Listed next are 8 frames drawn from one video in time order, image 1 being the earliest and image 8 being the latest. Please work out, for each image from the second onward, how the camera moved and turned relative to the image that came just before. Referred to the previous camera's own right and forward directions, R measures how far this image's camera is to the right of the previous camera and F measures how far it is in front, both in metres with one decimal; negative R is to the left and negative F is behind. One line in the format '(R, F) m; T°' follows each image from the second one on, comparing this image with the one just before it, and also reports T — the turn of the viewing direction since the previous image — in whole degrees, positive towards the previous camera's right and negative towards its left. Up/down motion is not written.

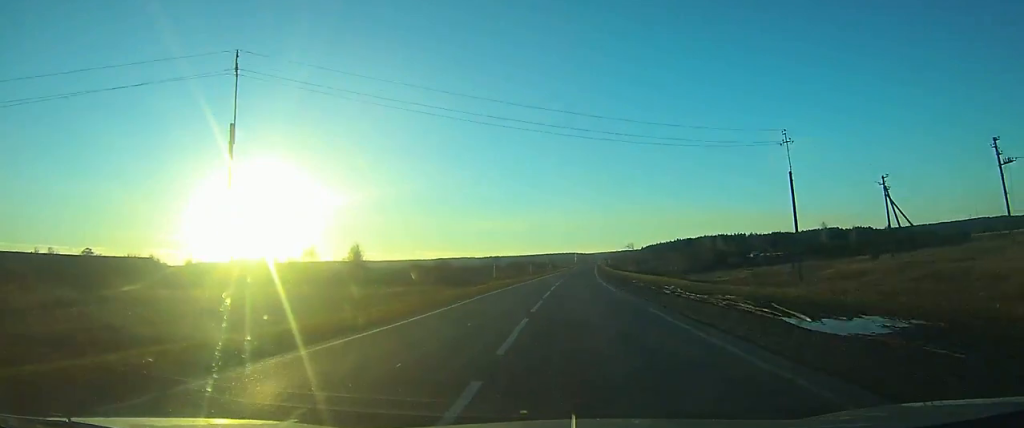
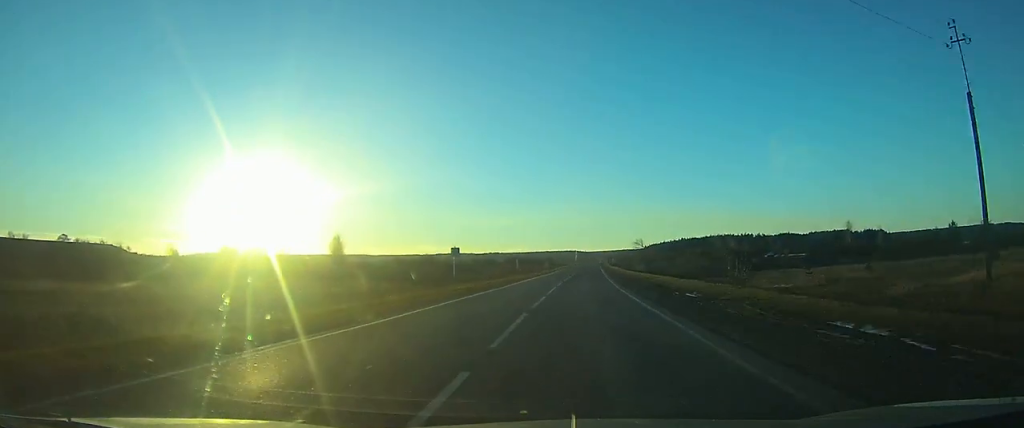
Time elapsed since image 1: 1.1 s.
(+0.1, +22.6) m; 0°
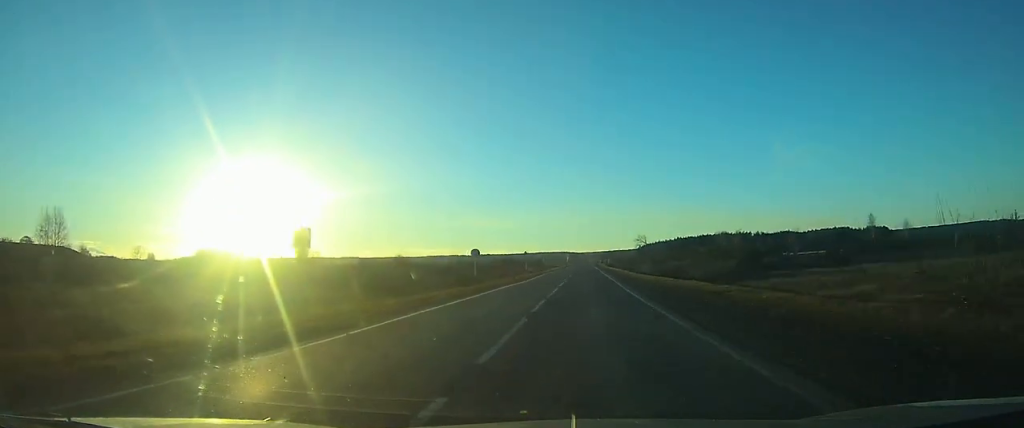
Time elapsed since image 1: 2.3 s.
(+0.1, +23.8) m; 0°
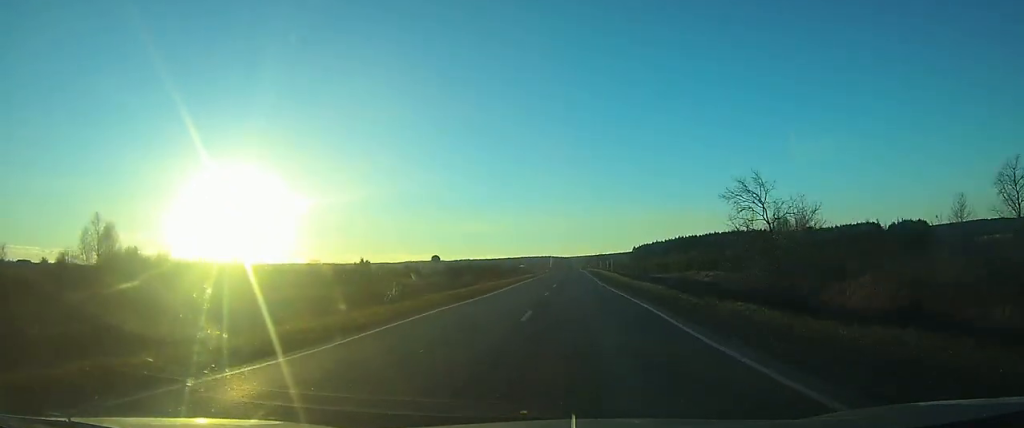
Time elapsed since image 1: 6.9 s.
(+1.0, +99.5) m; +1°
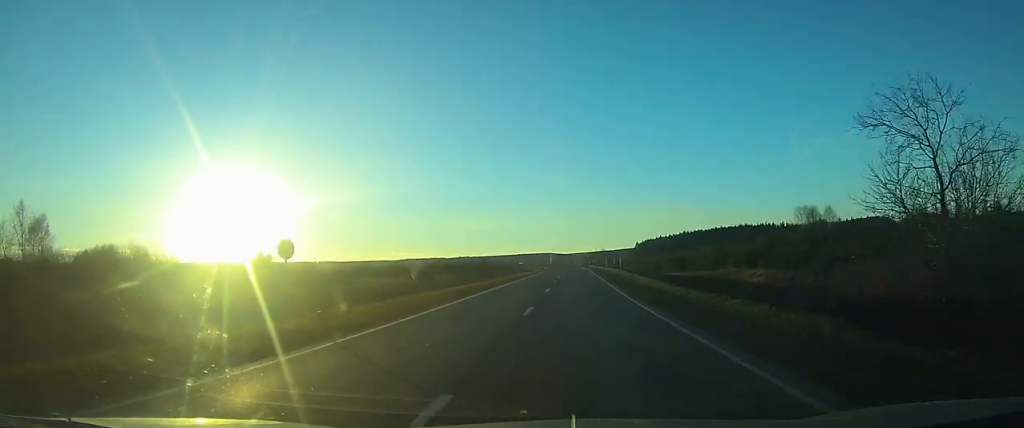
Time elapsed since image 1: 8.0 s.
(0.0, +22.6) m; 0°
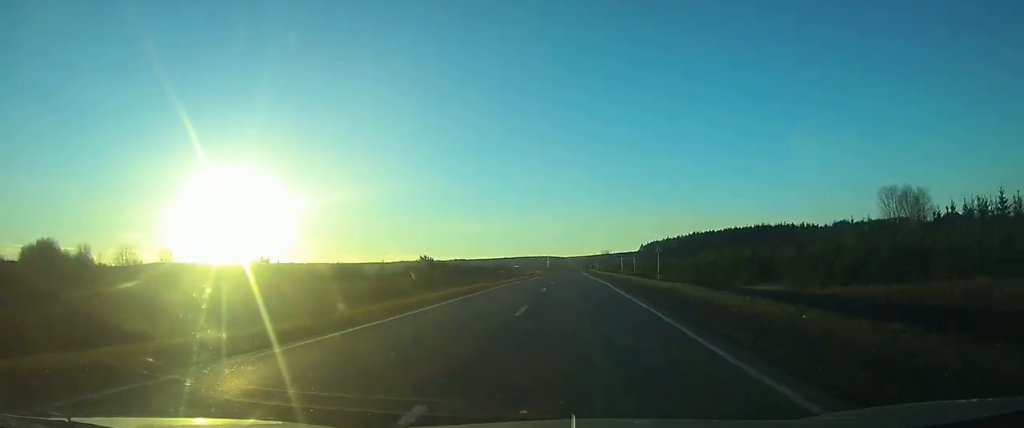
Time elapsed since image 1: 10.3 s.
(+0.1, +46.8) m; 0°
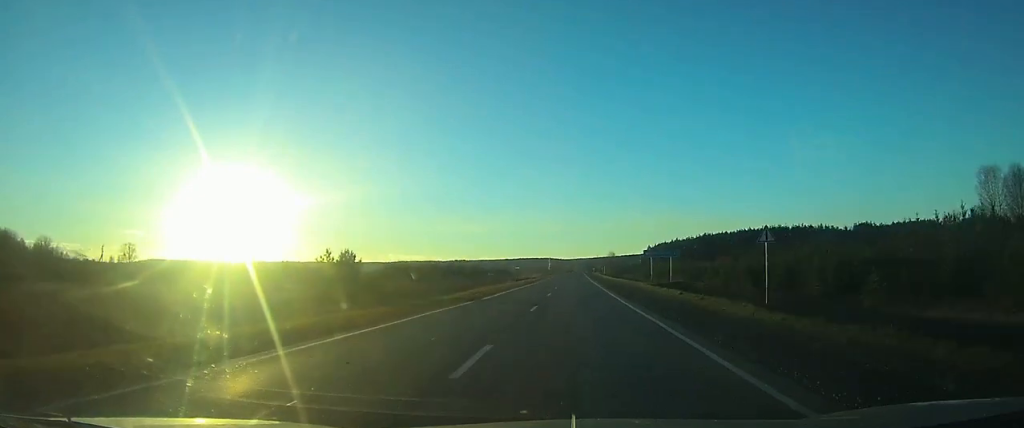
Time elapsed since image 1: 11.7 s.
(0.0, +29.9) m; 0°
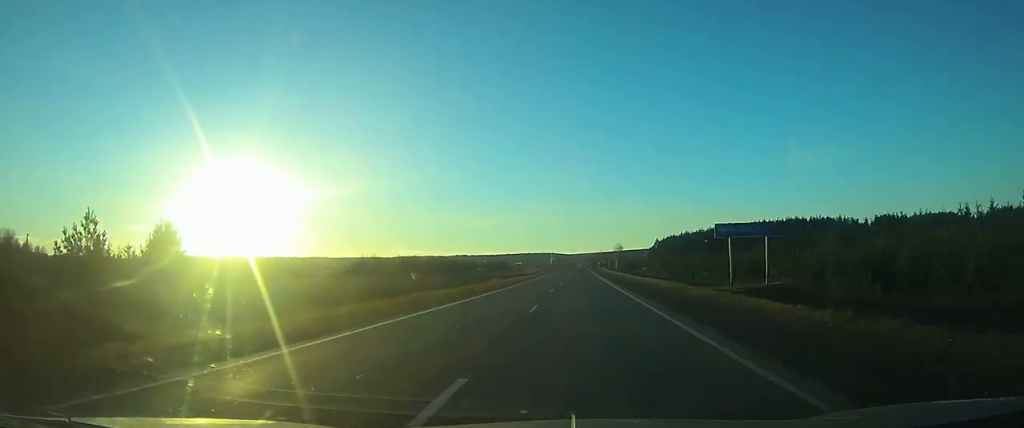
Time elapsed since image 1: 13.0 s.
(0.0, +26.5) m; 0°
